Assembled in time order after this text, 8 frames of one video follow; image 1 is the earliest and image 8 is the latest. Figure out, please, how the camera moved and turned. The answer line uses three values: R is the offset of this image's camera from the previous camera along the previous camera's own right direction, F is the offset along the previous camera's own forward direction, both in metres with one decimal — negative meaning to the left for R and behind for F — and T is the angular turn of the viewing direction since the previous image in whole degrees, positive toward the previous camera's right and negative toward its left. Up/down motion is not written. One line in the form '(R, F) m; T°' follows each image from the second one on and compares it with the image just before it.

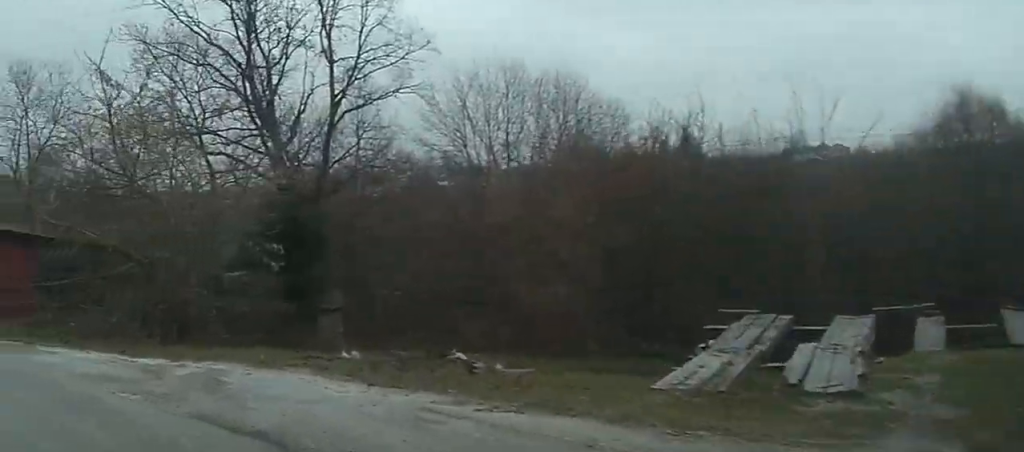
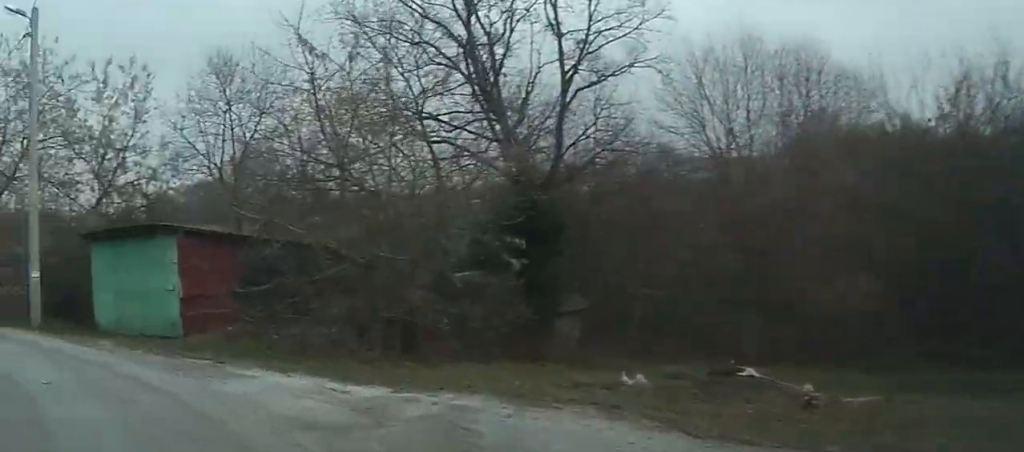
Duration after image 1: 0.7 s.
(0.0, +2.9) m; 0°
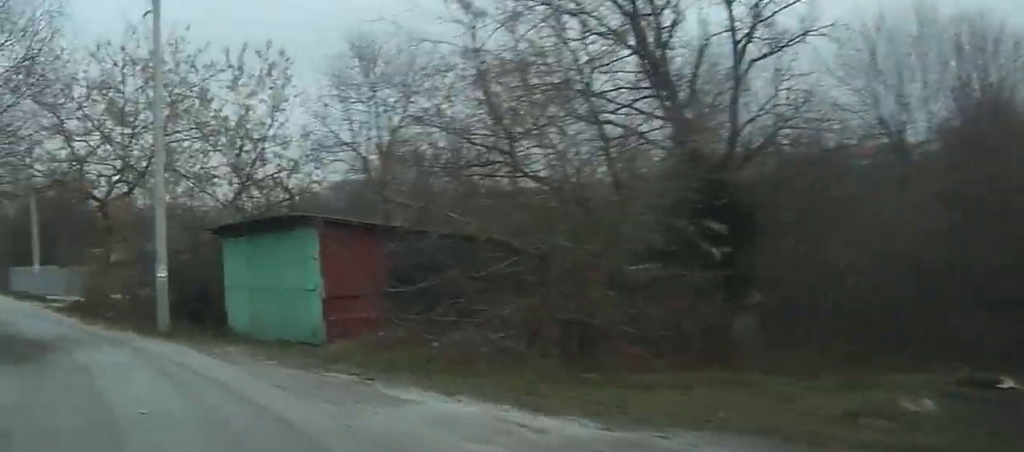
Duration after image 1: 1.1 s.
(0.0, +2.1) m; -1°
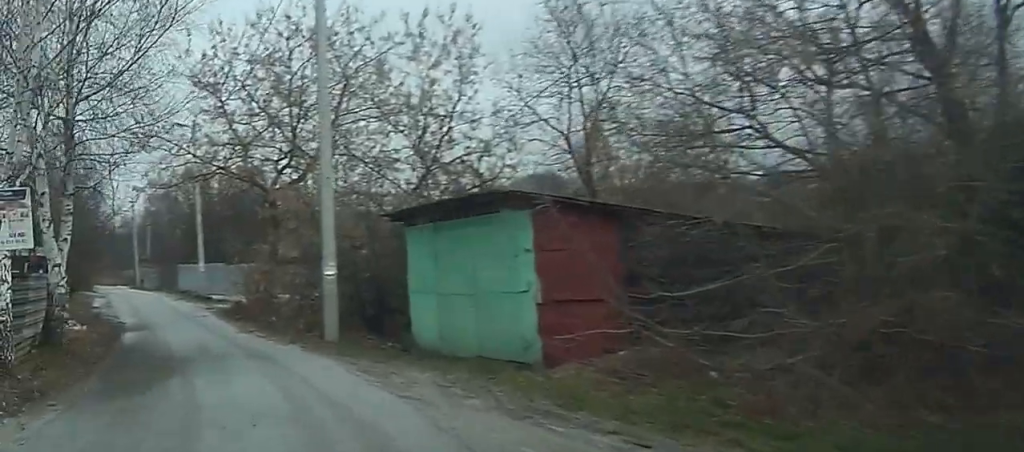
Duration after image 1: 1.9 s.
(0.0, +3.3) m; -4°
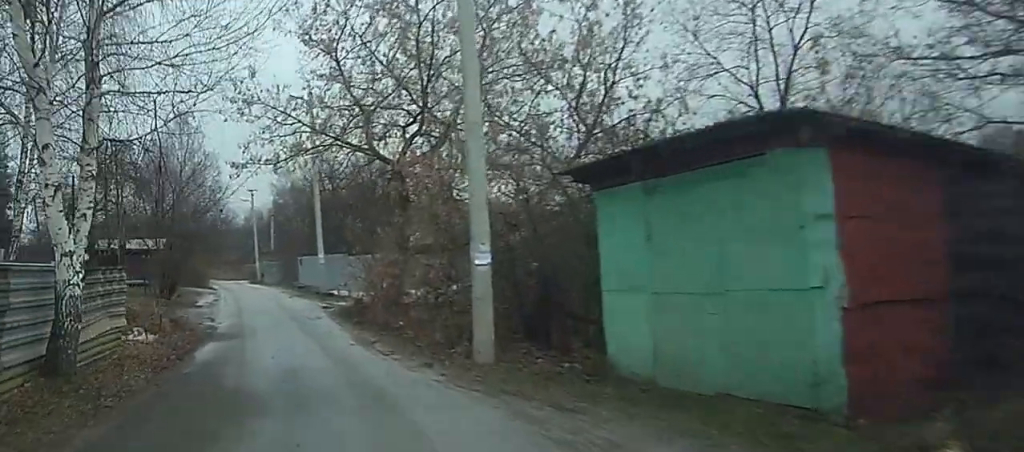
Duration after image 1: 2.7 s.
(0.0, +4.1) m; -25°
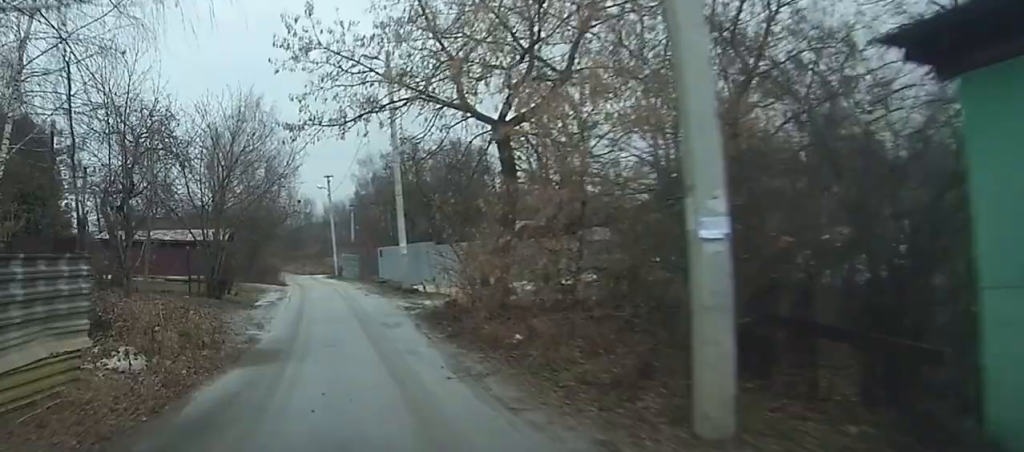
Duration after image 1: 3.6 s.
(-1.7, +4.6) m; -32°
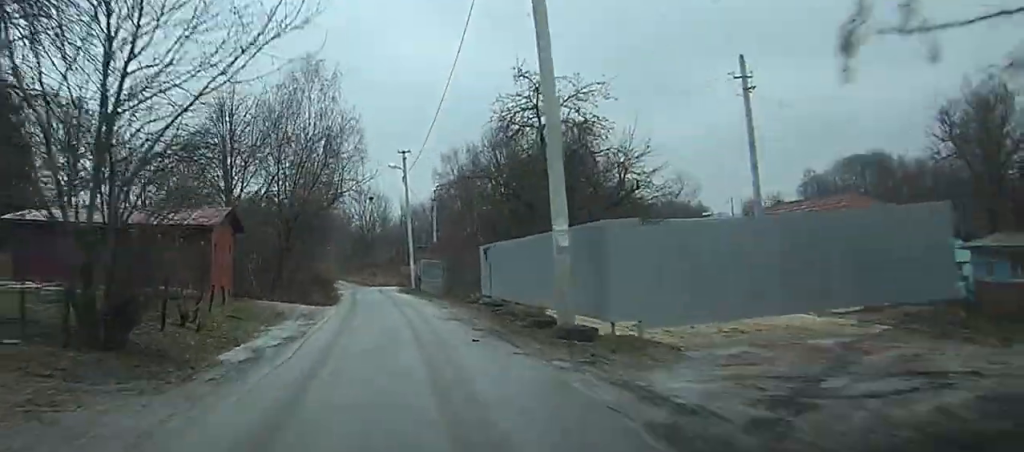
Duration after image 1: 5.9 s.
(-3.4, +15.5) m; +4°
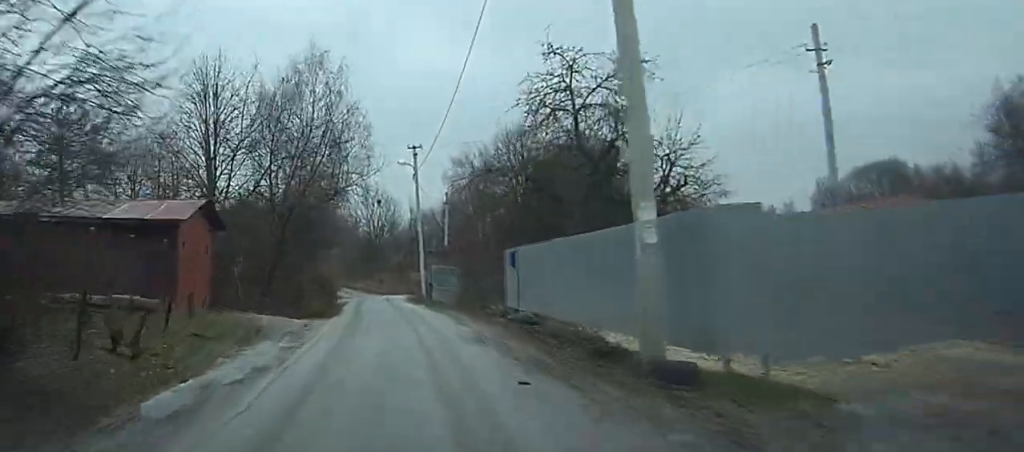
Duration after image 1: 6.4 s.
(+1.0, +4.6) m; +3°
